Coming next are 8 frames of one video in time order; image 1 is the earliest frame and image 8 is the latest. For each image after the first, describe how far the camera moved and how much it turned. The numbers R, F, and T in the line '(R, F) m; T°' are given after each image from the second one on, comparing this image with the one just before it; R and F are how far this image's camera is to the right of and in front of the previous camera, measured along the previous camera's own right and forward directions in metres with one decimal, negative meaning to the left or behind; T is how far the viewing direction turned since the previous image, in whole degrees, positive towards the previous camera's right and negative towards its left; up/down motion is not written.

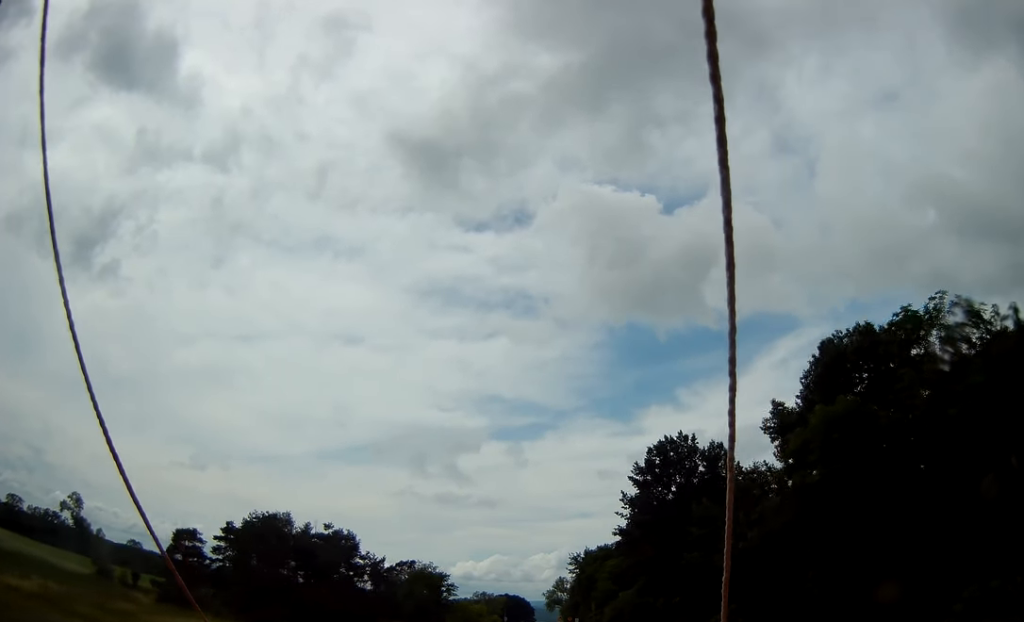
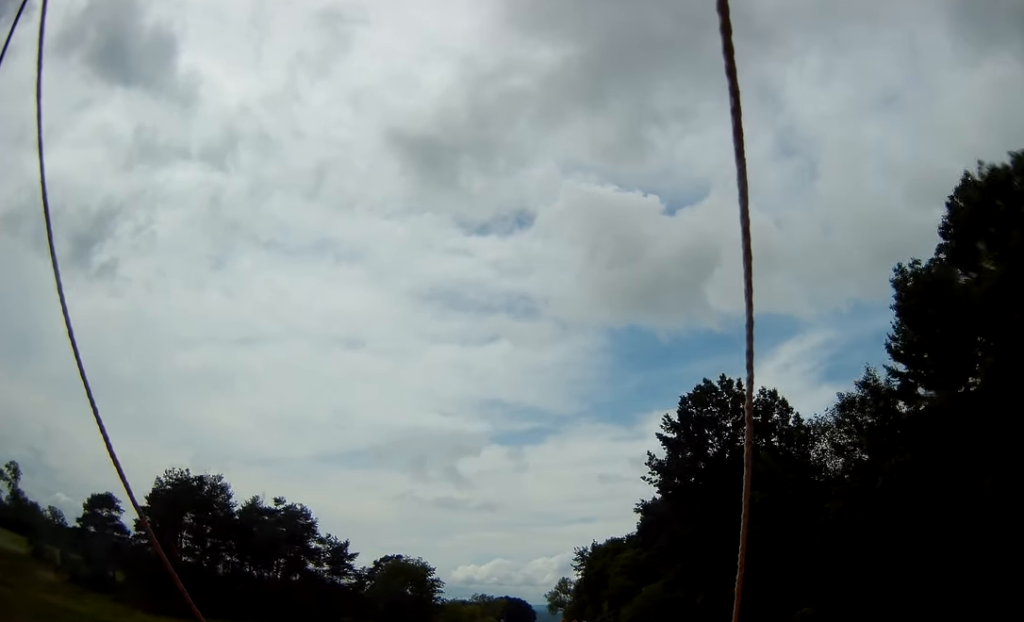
(0.0, +20.0) m; +1°
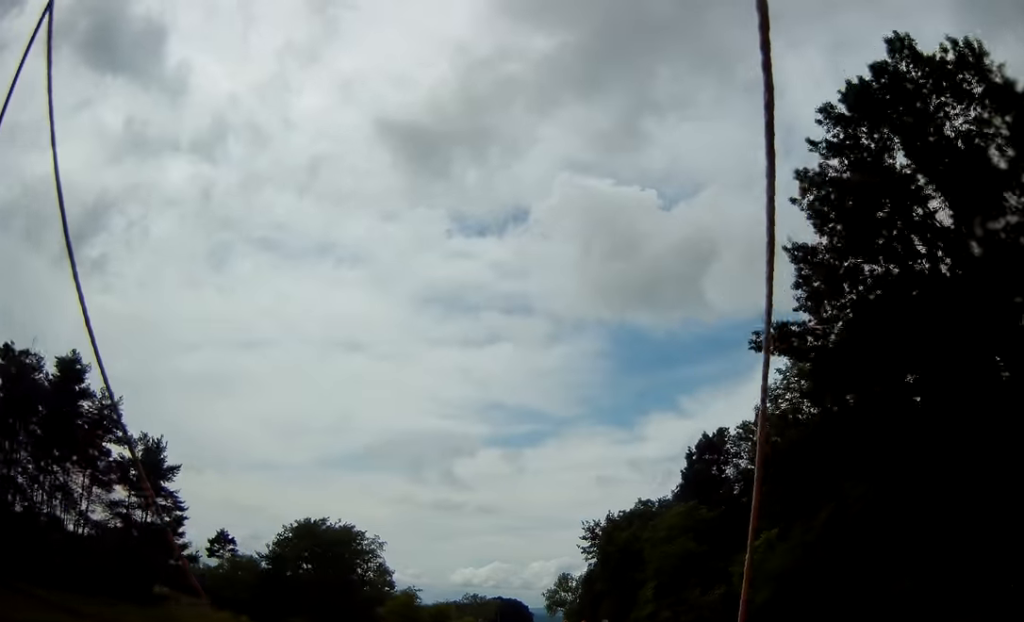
(+0.2, +42.0) m; -1°
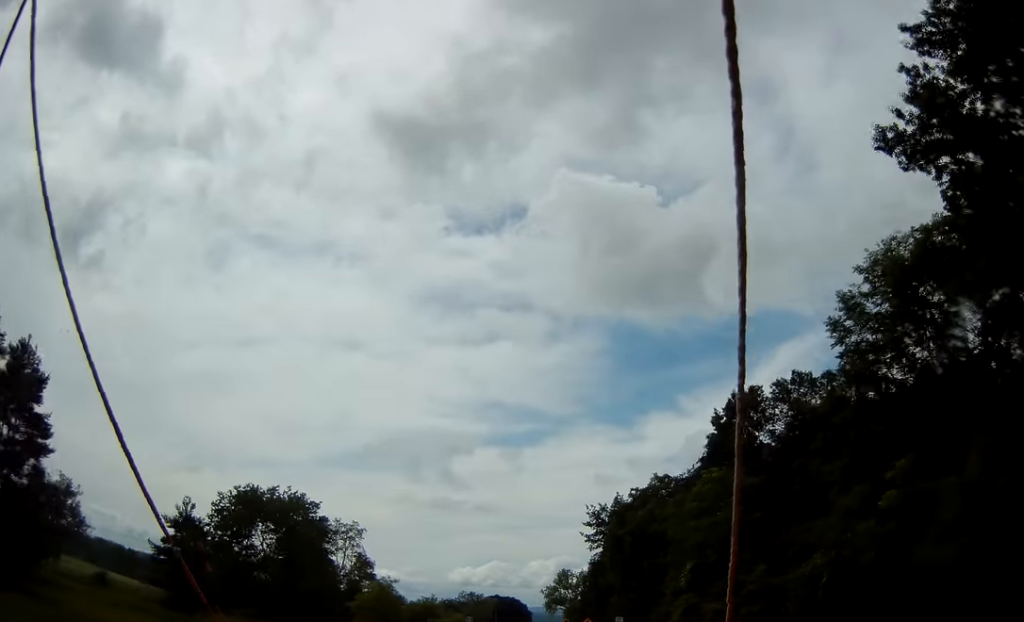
(-0.3, +14.1) m; -1°
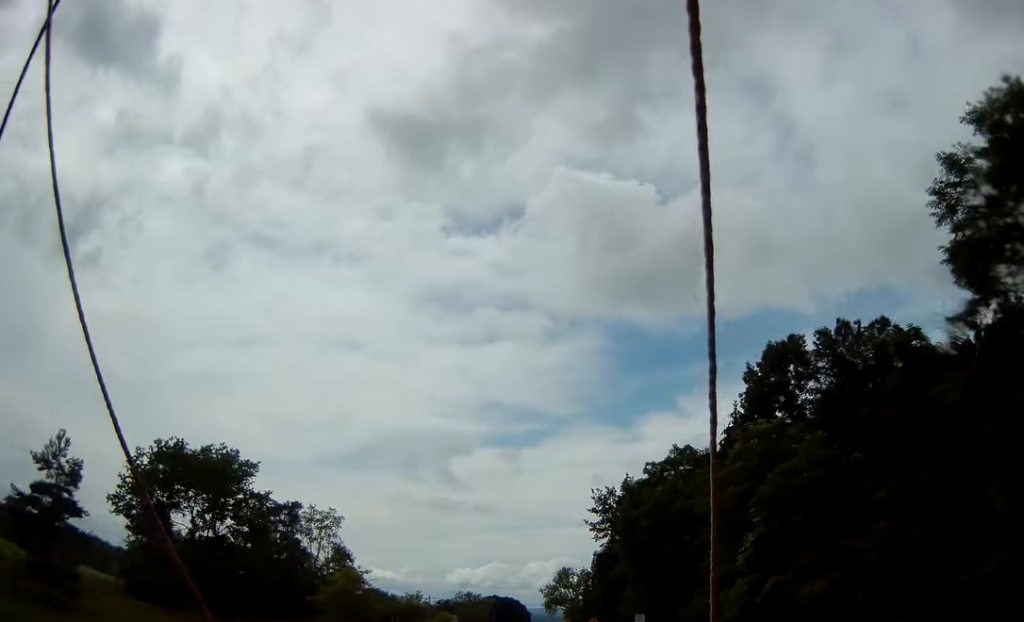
(+0.1, +12.5) m; 0°
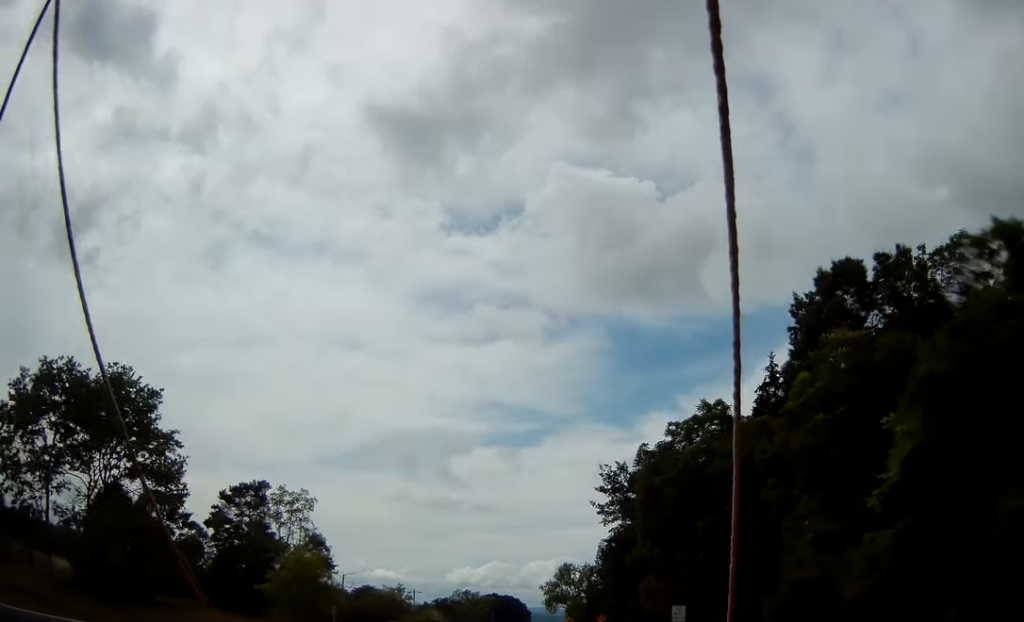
(+0.1, +12.5) m; 0°
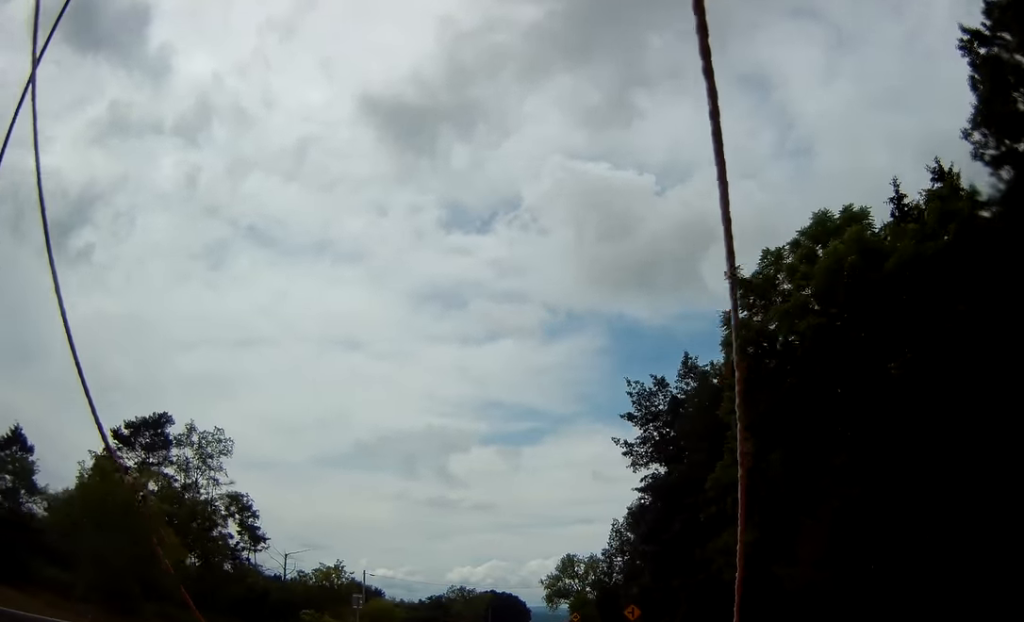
(-0.1, +25.8) m; 0°
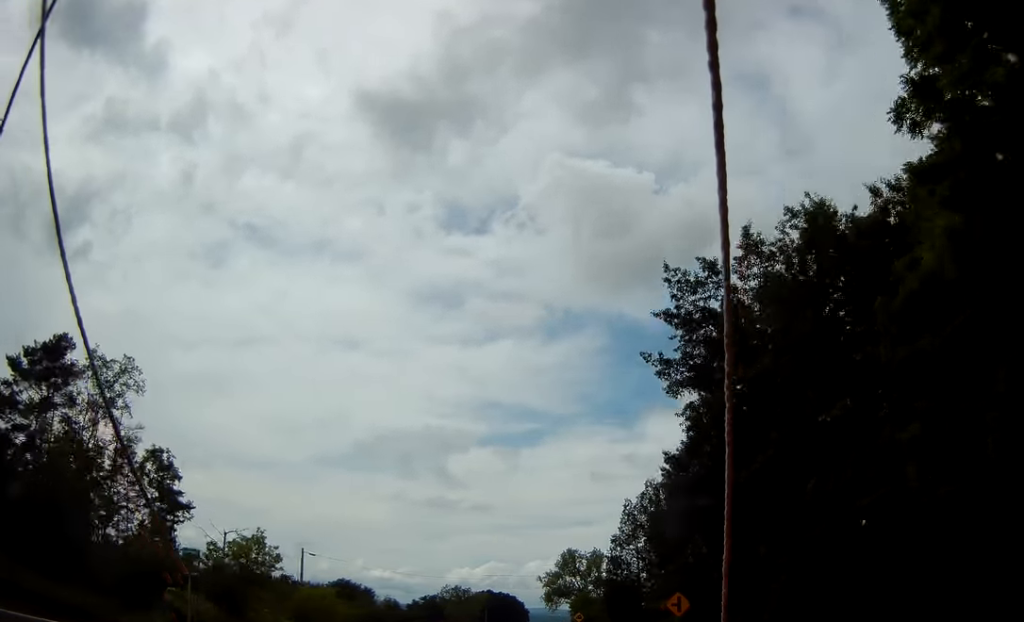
(0.0, +17.2) m; +1°
